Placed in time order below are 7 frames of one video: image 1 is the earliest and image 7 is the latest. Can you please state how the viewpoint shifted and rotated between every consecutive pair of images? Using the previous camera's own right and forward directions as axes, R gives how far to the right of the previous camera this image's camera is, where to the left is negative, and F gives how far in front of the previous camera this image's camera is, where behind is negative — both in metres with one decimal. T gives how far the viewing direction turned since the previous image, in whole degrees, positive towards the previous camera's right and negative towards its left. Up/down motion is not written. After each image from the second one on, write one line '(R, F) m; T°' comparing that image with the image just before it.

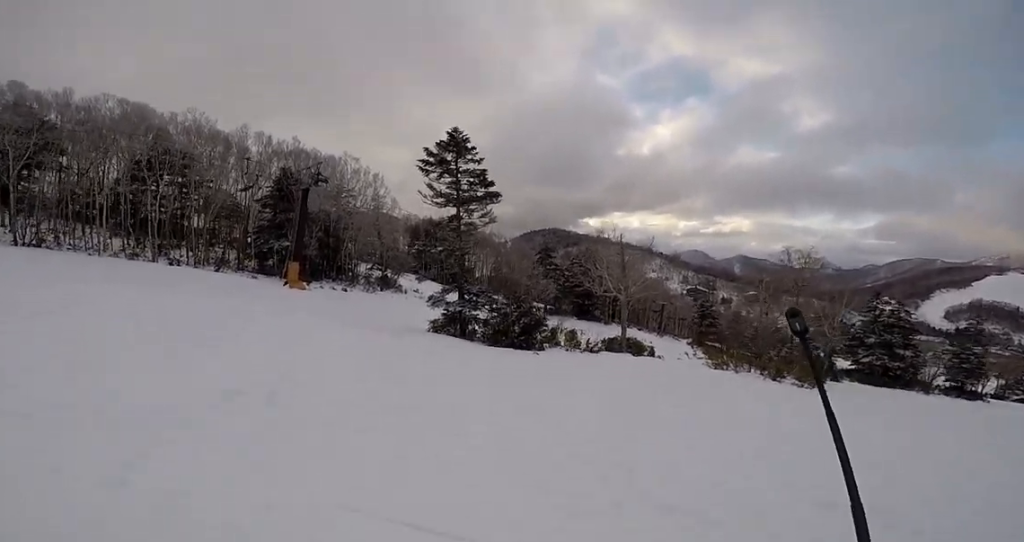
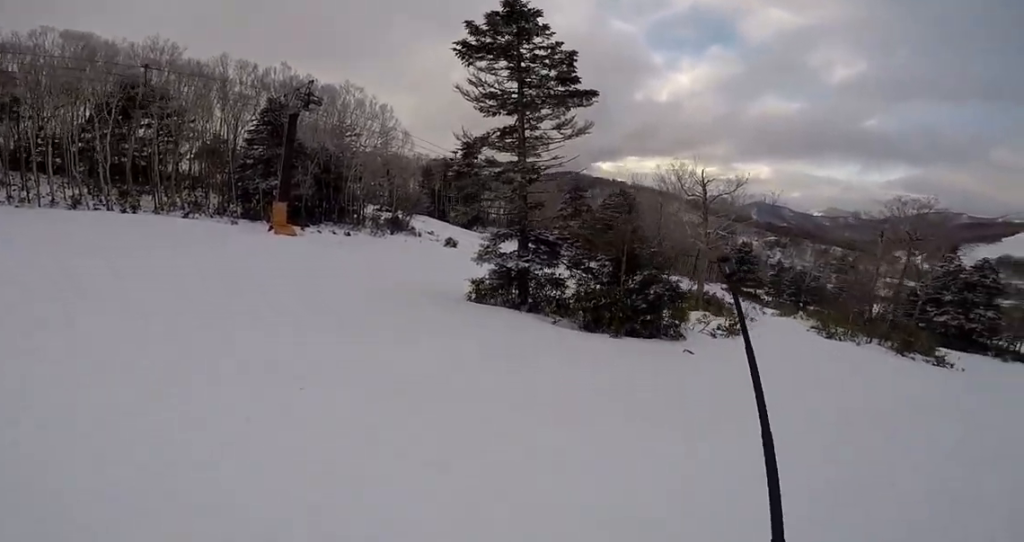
(-0.5, +7.4) m; +4°
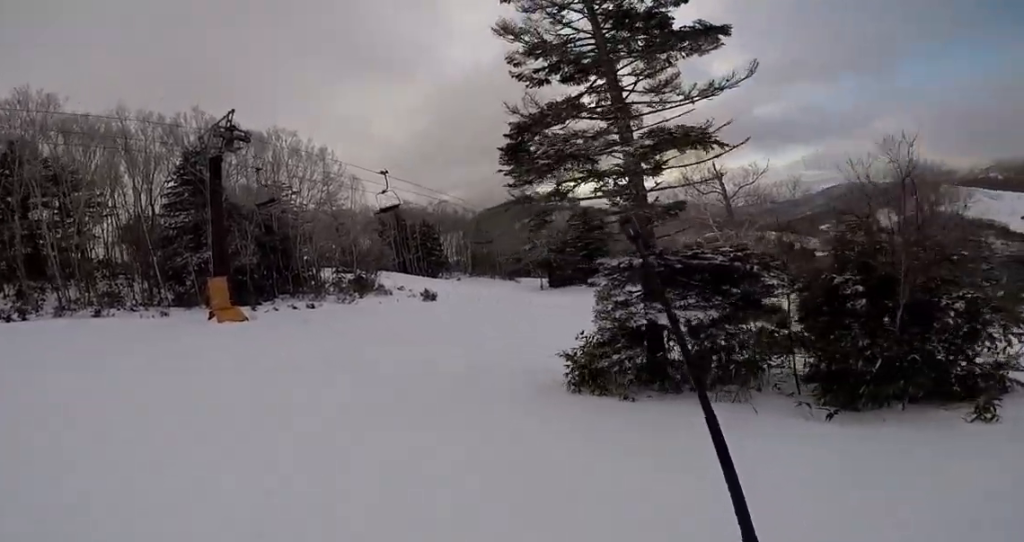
(+1.4, +7.1) m; +22°
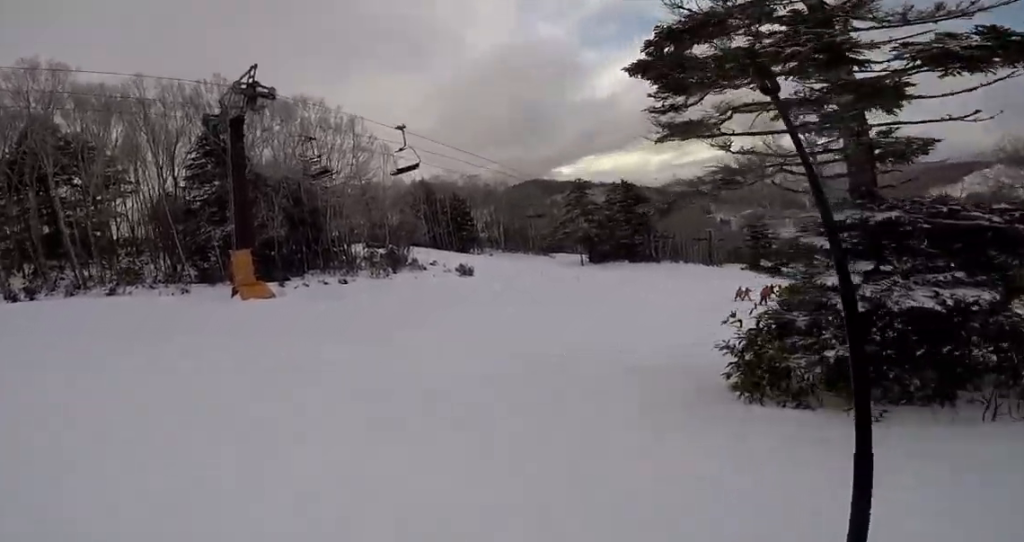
(+0.2, +3.0) m; +16°
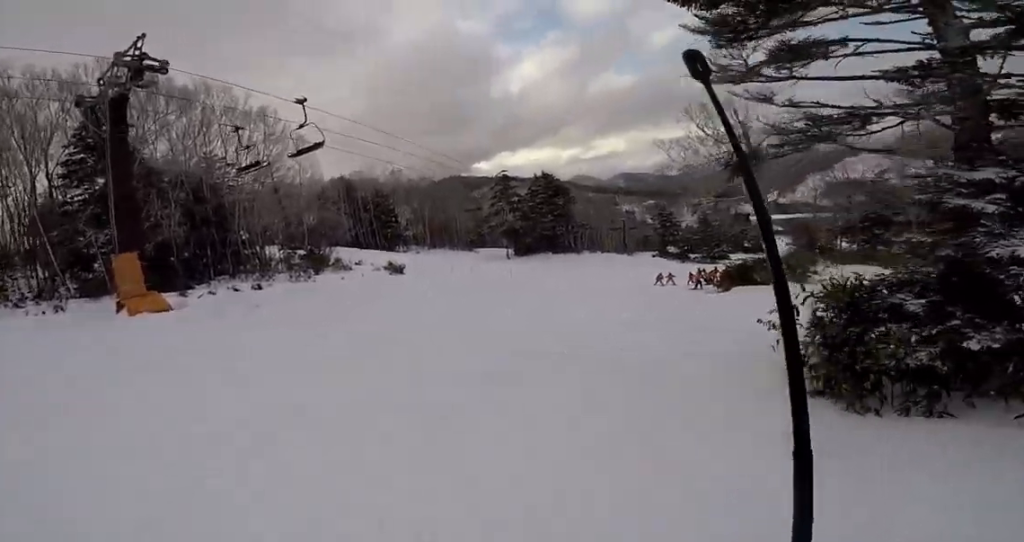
(-0.5, +2.3) m; +13°
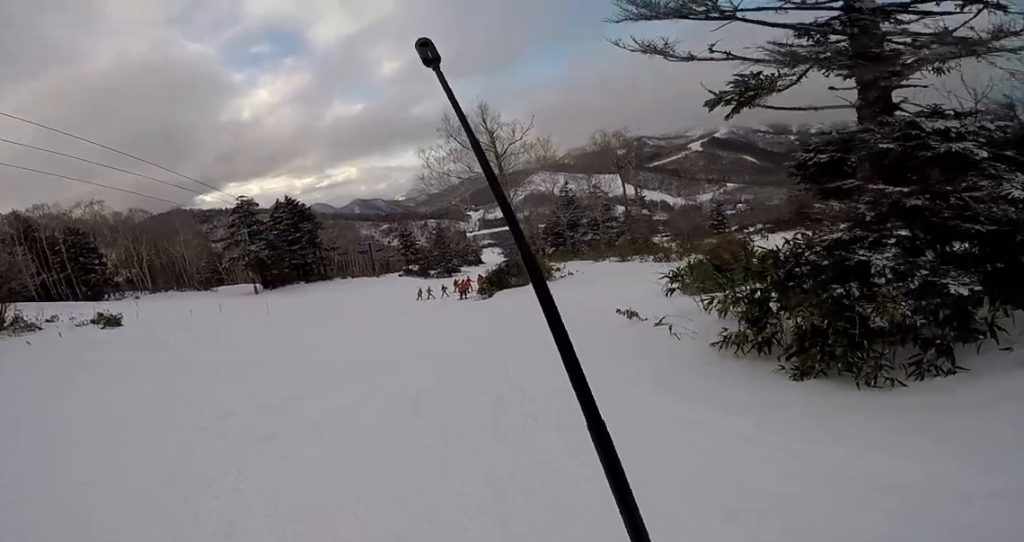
(+1.3, +2.5) m; +19°
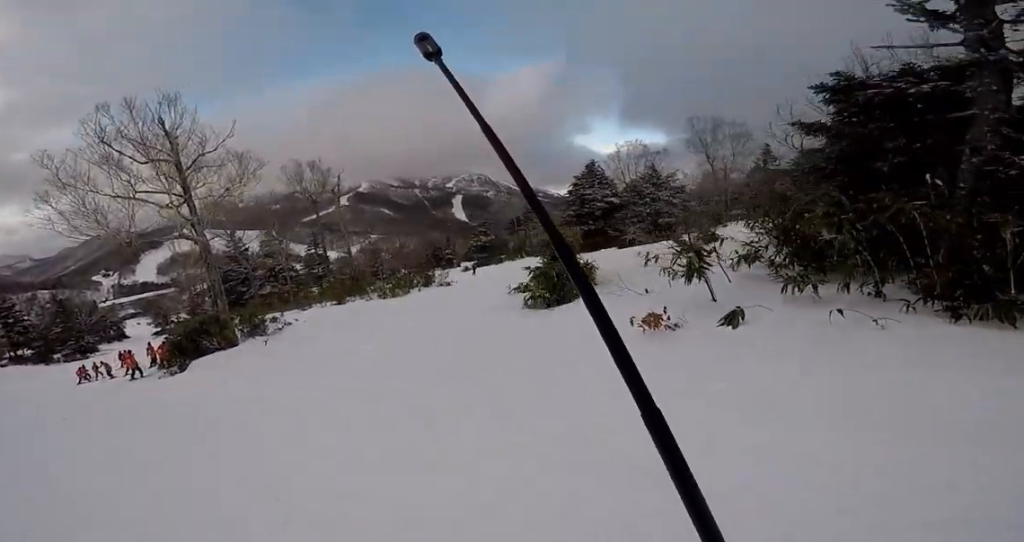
(+1.5, +5.3) m; +36°
